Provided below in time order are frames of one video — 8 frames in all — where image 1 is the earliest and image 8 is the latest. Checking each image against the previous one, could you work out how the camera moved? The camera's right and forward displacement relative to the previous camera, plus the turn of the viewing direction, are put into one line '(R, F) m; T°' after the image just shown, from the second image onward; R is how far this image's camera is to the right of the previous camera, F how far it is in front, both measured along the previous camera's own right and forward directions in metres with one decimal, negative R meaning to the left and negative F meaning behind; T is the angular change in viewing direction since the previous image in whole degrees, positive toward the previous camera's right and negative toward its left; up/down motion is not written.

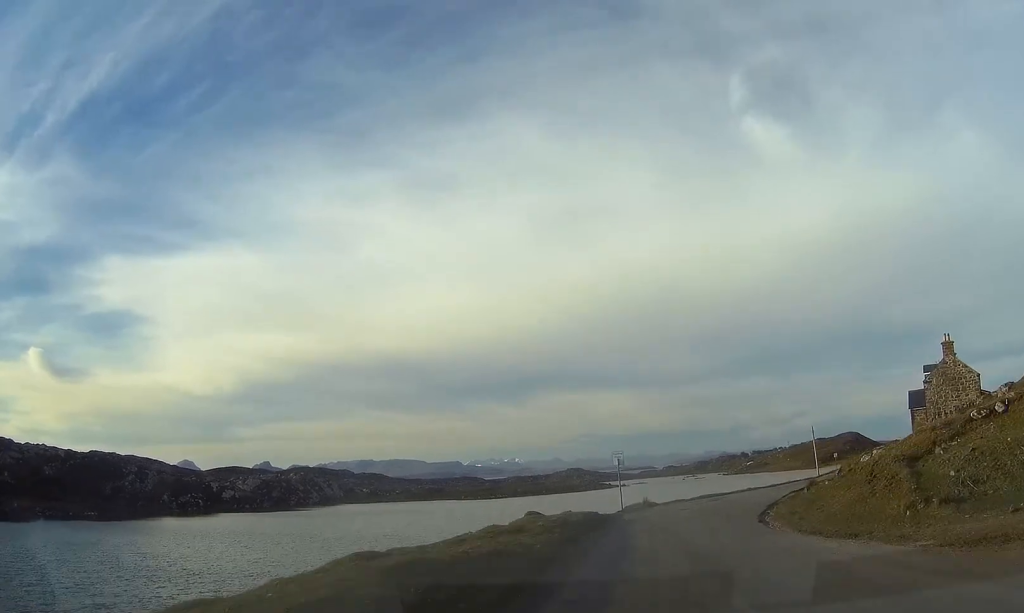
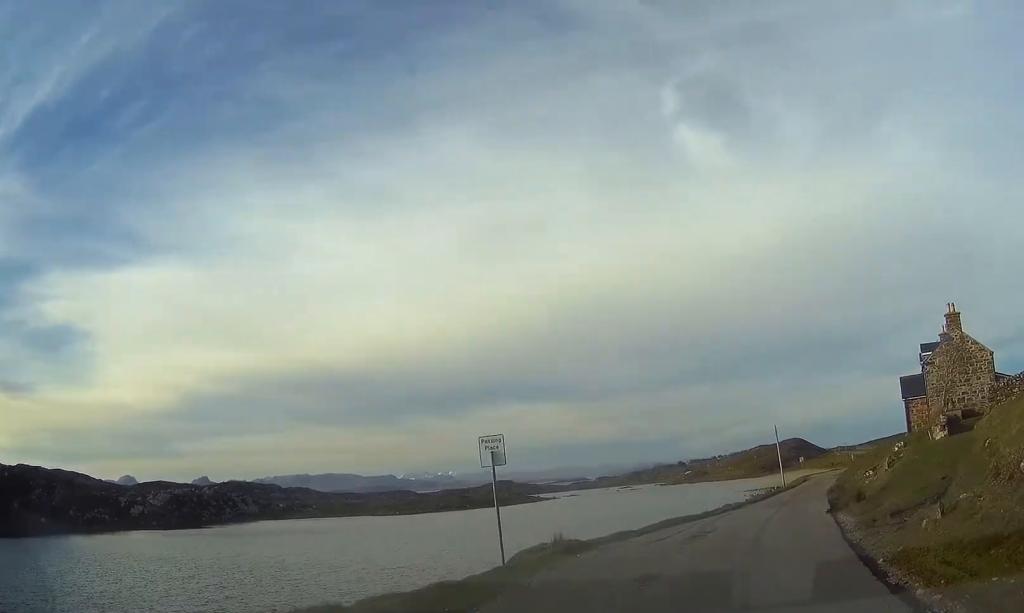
(+0.6, +16.7) m; +8°
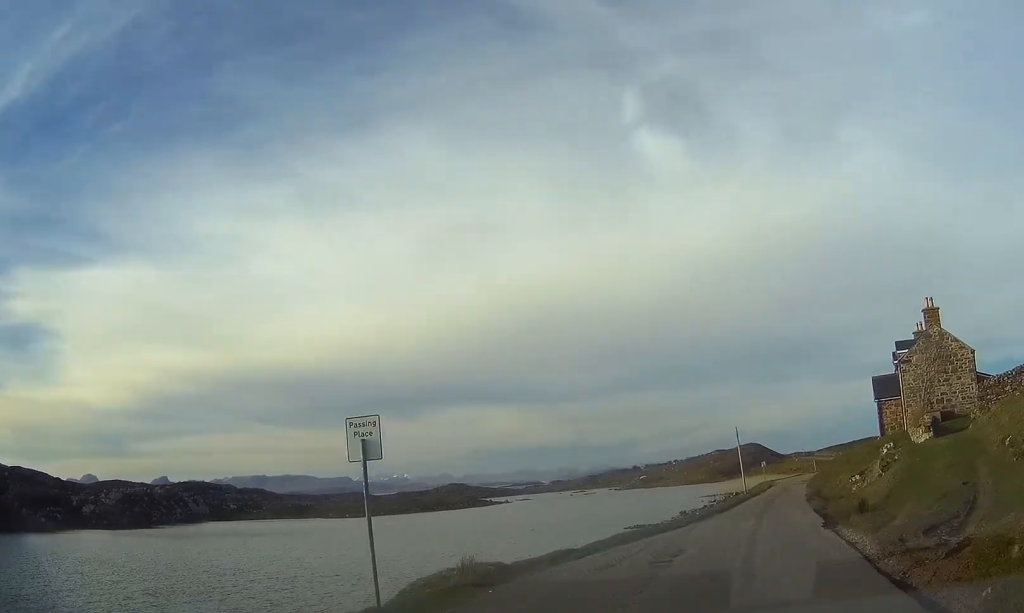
(+0.3, +4.5) m; +3°
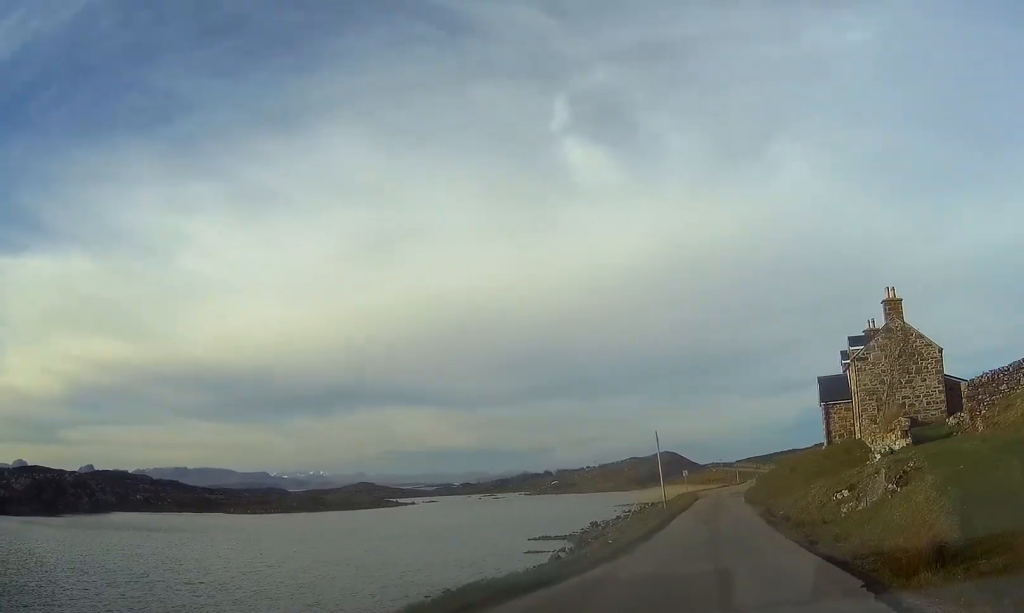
(+0.4, +8.9) m; +5°
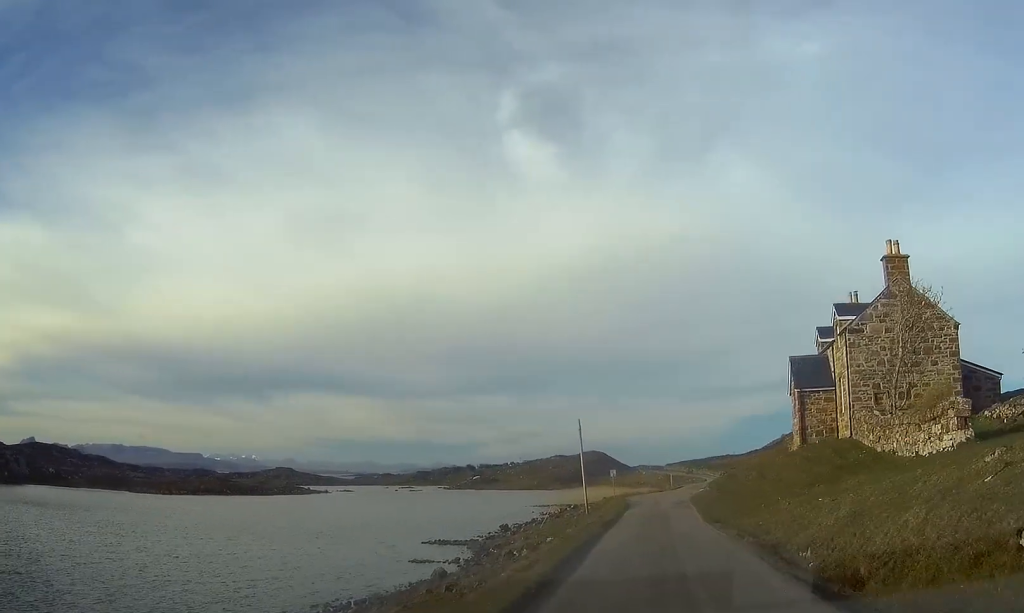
(+0.5, +13.2) m; +4°
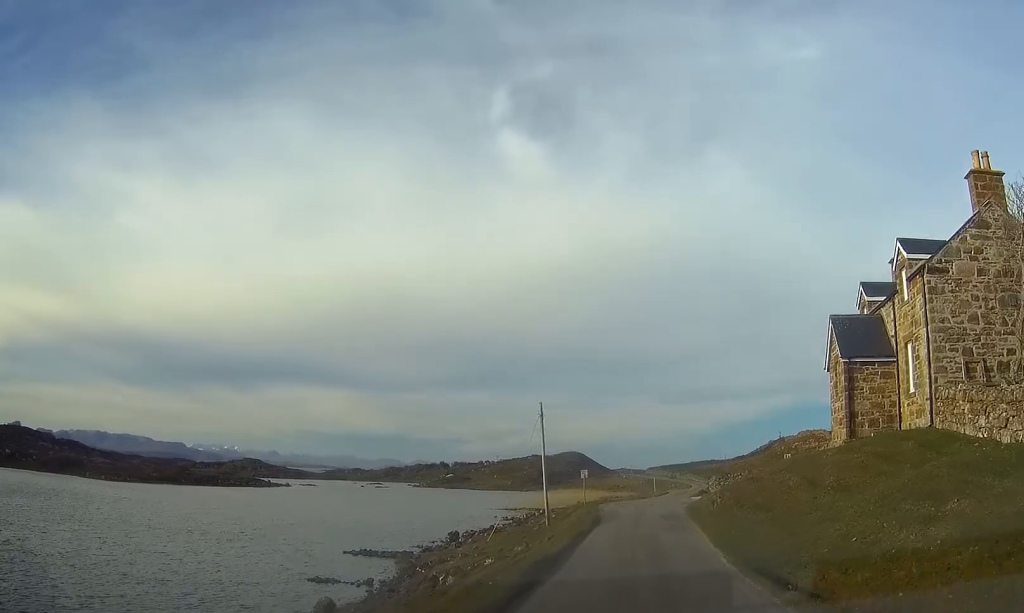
(+0.3, +13.4) m; +1°
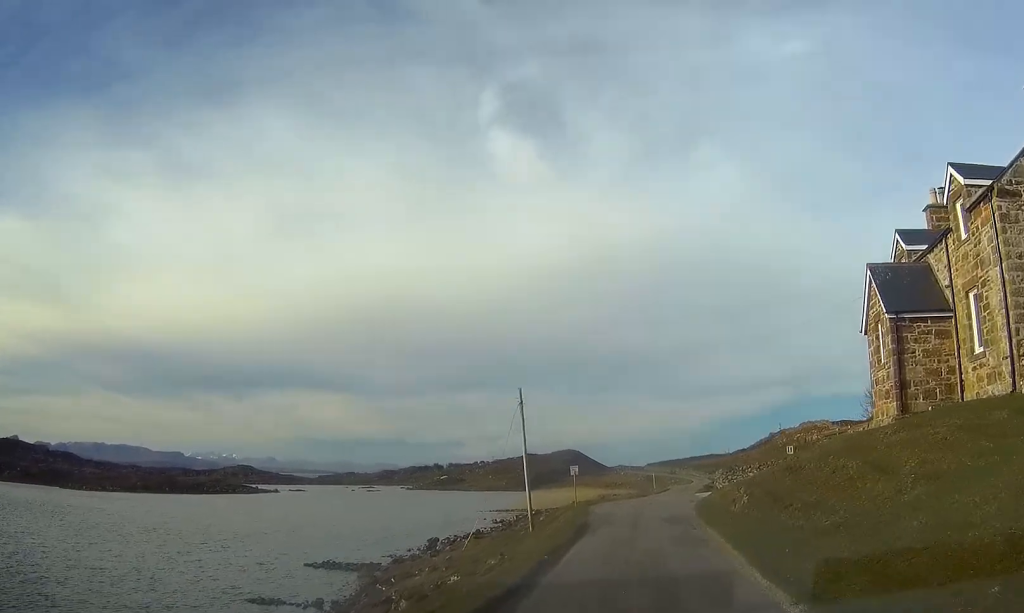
(-0.1, +6.7) m; 0°
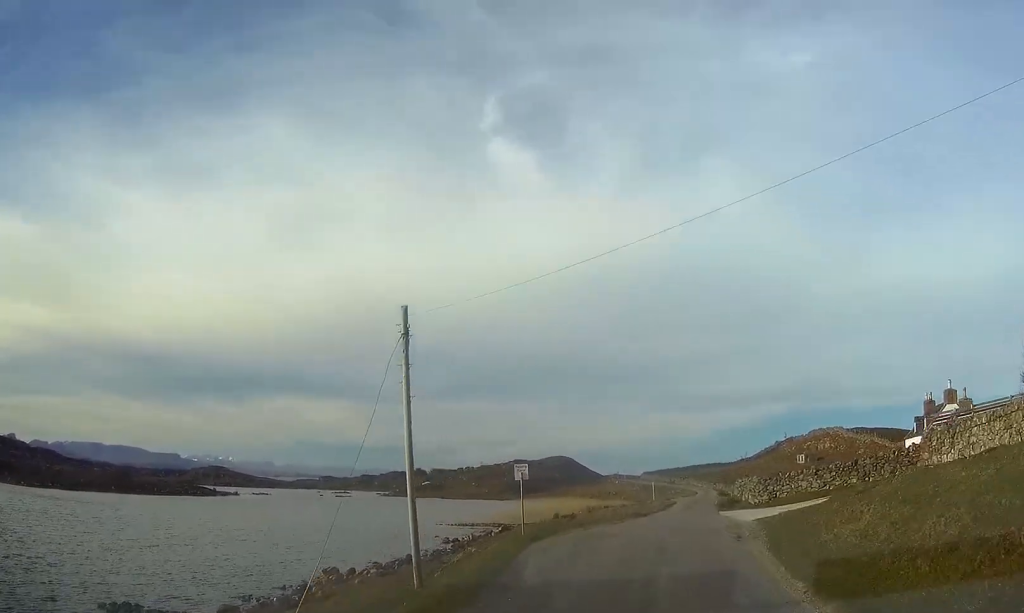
(+0.1, +19.3) m; +1°
